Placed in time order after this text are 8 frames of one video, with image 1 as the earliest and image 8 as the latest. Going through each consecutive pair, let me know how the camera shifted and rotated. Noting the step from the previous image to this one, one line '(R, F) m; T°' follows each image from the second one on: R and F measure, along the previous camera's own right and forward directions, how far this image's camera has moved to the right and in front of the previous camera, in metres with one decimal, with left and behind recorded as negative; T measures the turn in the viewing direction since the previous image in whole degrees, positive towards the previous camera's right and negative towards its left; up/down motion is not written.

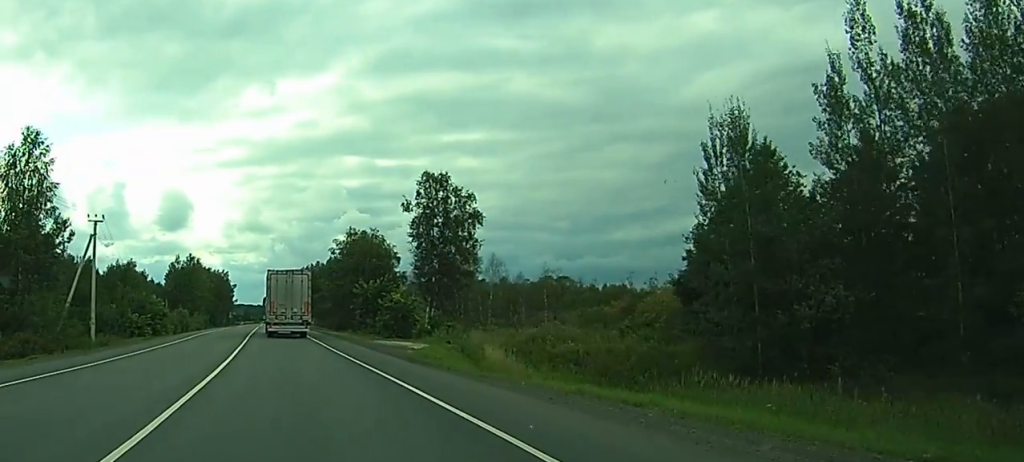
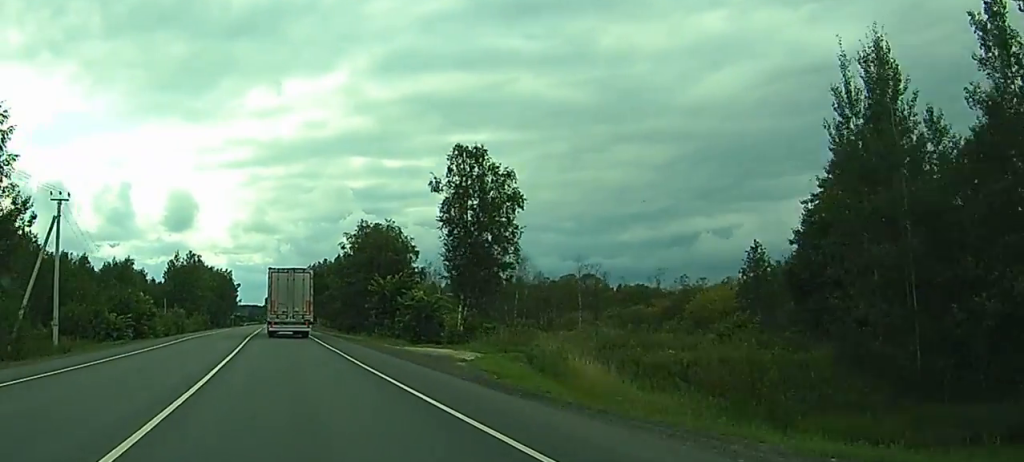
(-0.1, +11.2) m; -1°
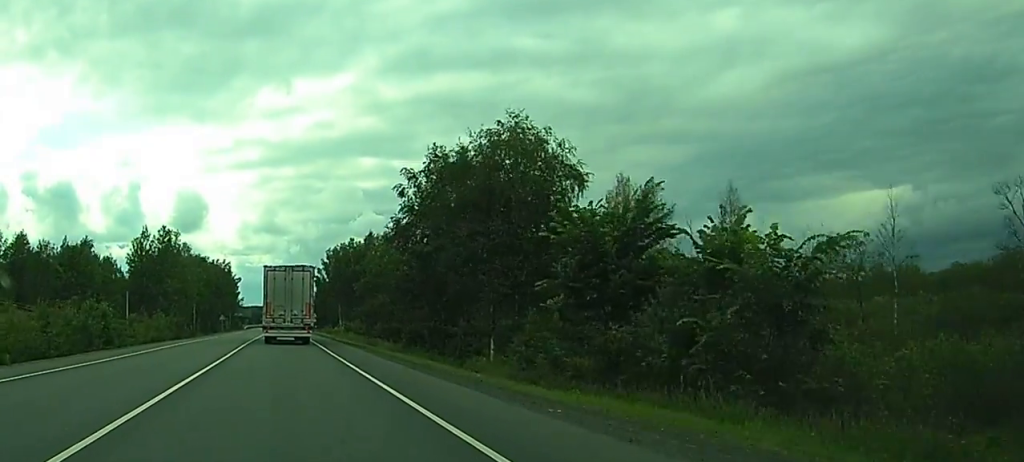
(-1.1, +54.1) m; -1°
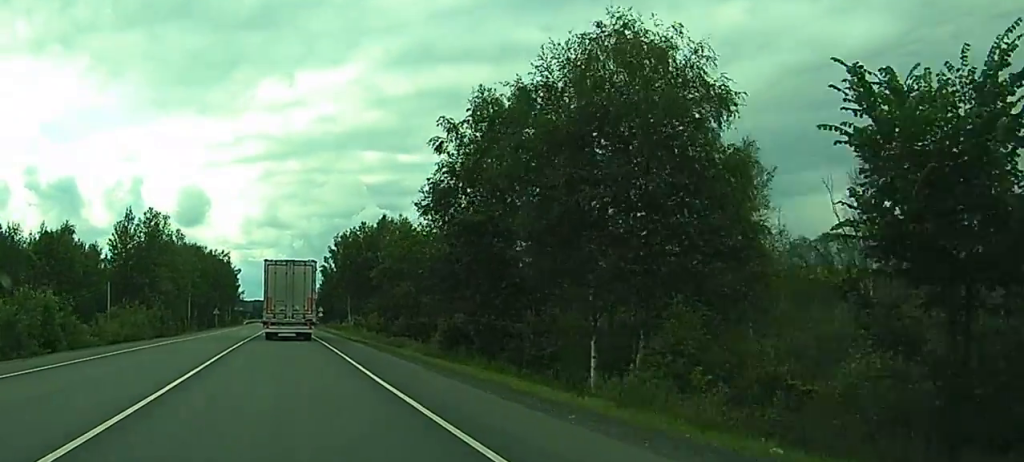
(0.0, +16.1) m; 0°
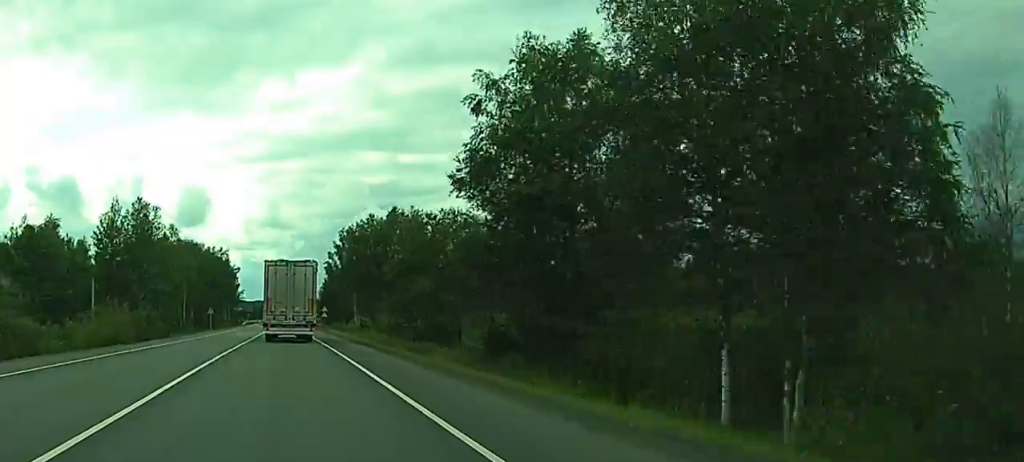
(0.0, +10.5) m; 0°
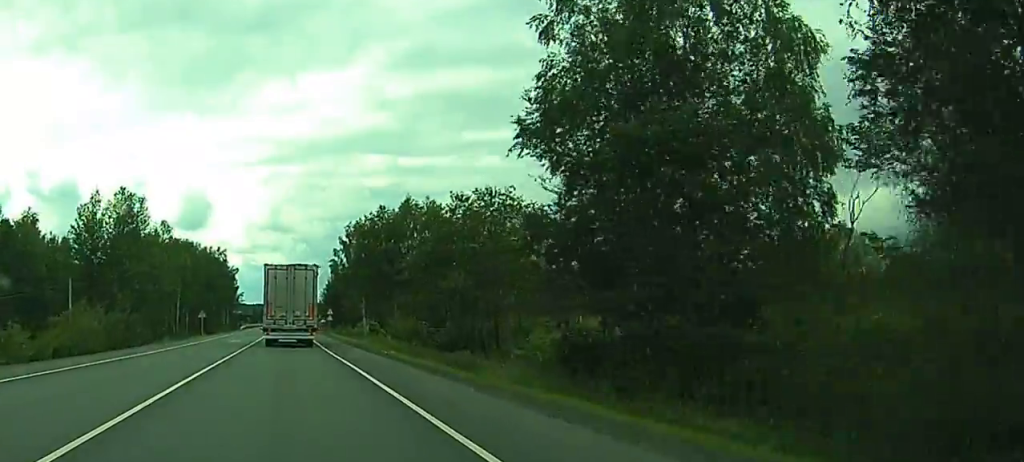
(0.0, +12.0) m; 0°
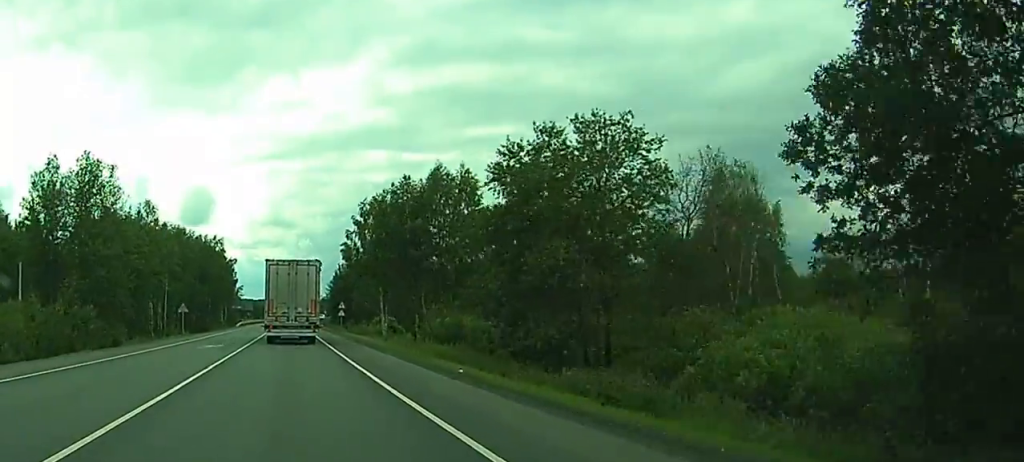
(0.0, +19.3) m; 0°
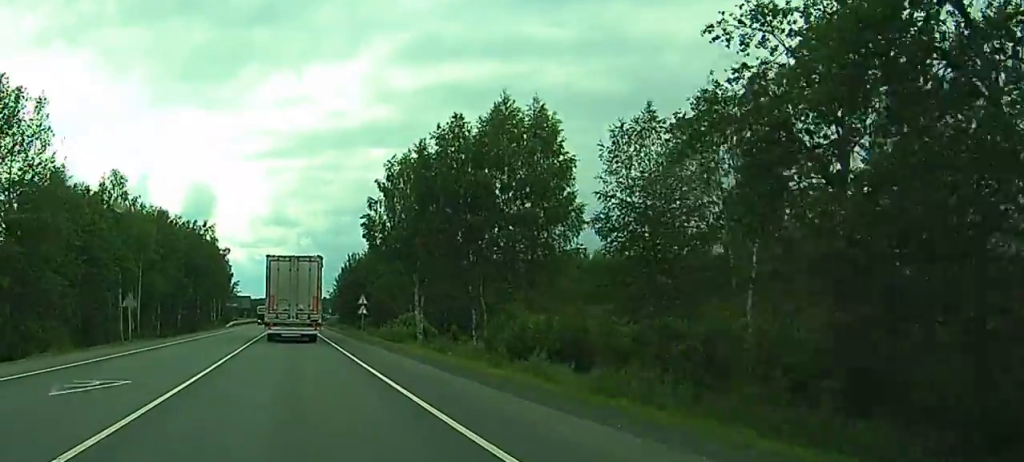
(+0.1, +25.5) m; +1°
